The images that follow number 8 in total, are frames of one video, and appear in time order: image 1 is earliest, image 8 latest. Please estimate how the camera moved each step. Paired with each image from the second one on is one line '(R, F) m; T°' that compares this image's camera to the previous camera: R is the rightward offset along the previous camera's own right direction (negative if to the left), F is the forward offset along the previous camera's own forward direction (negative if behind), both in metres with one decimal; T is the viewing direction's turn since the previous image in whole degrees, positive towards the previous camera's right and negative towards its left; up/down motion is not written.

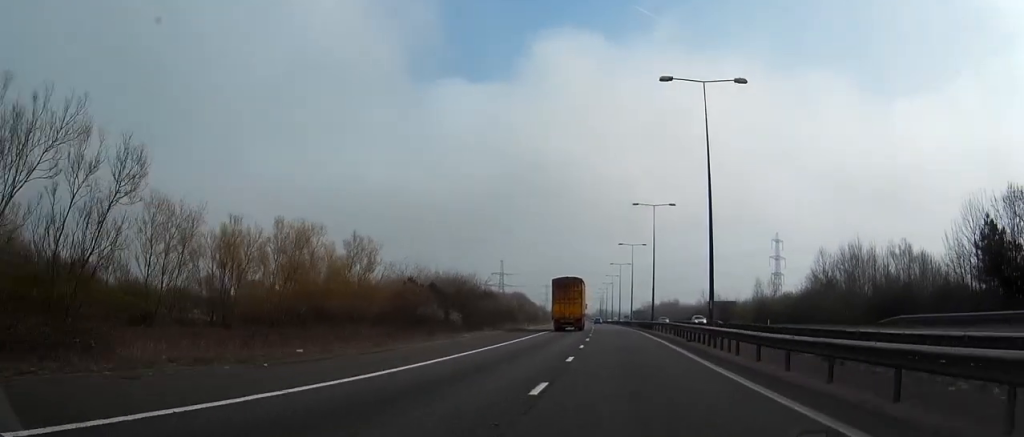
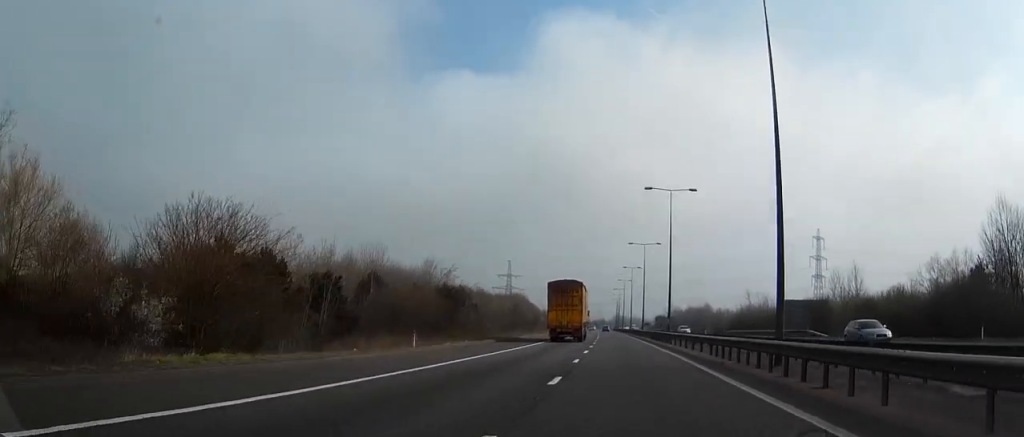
(-0.6, +52.5) m; -1°
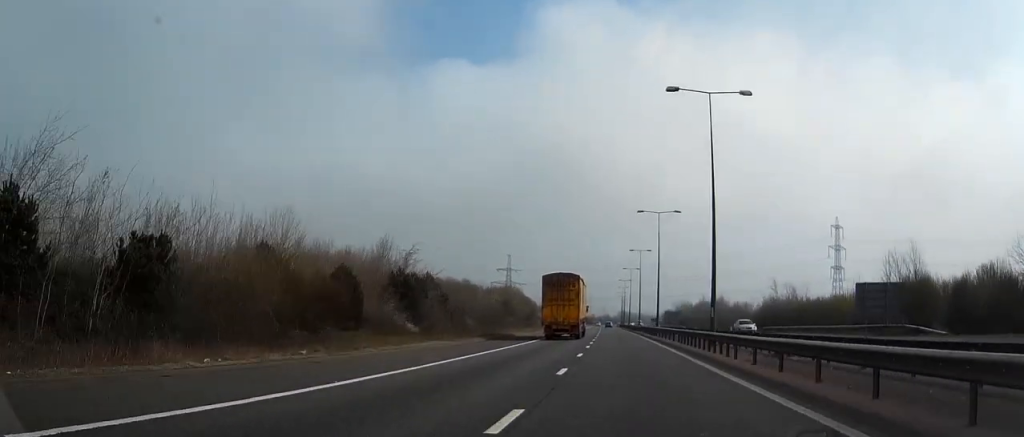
(-0.1, +25.2) m; 0°
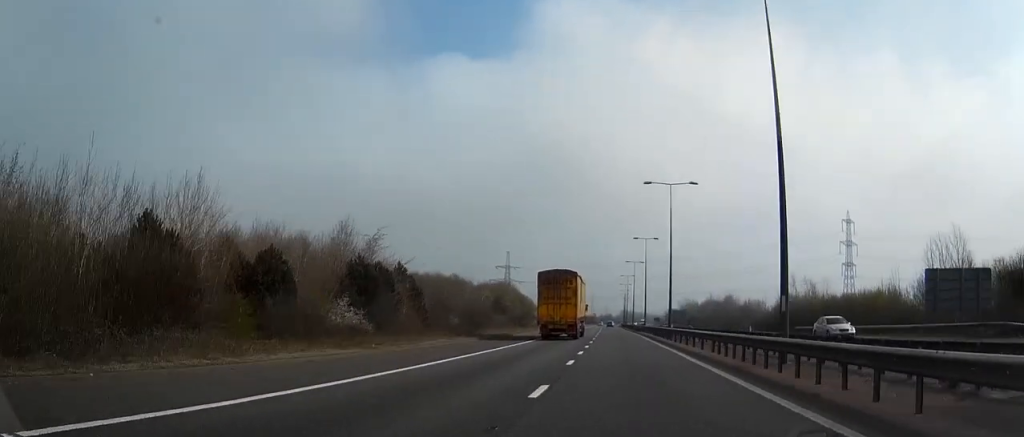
(-0.1, +14.6) m; 0°
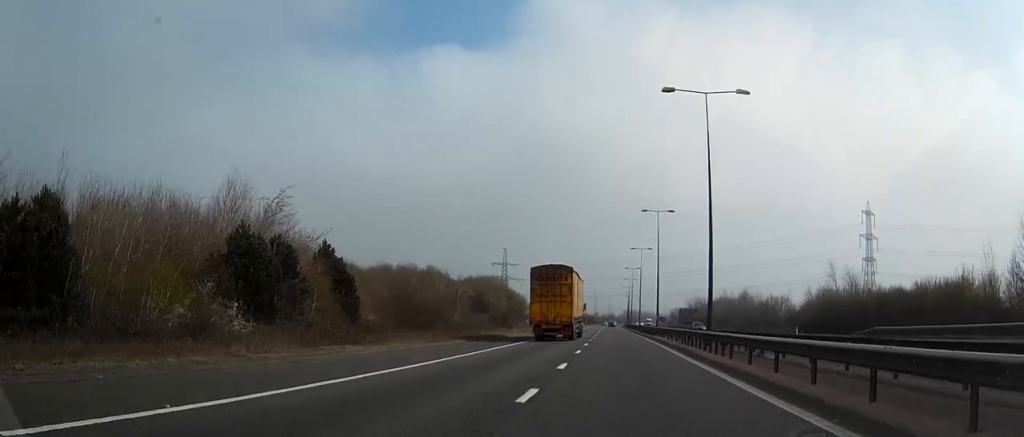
(+0.1, +24.1) m; 0°
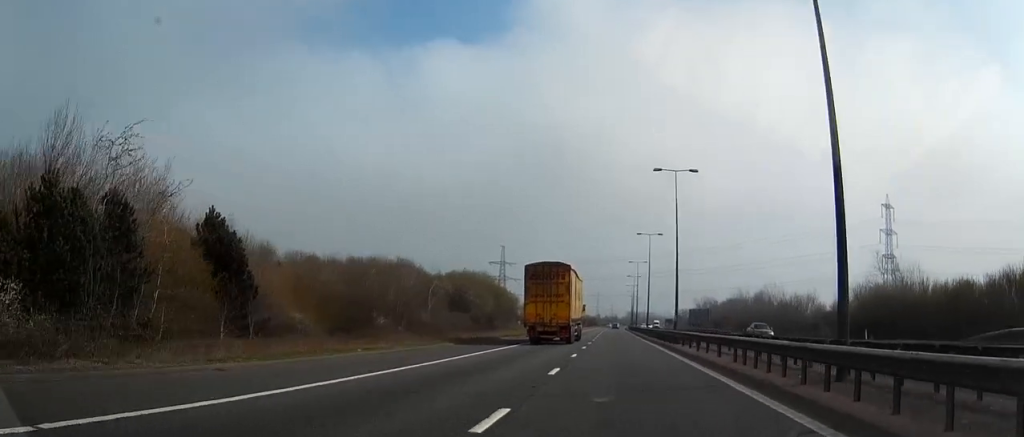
(-0.1, +20.3) m; 0°
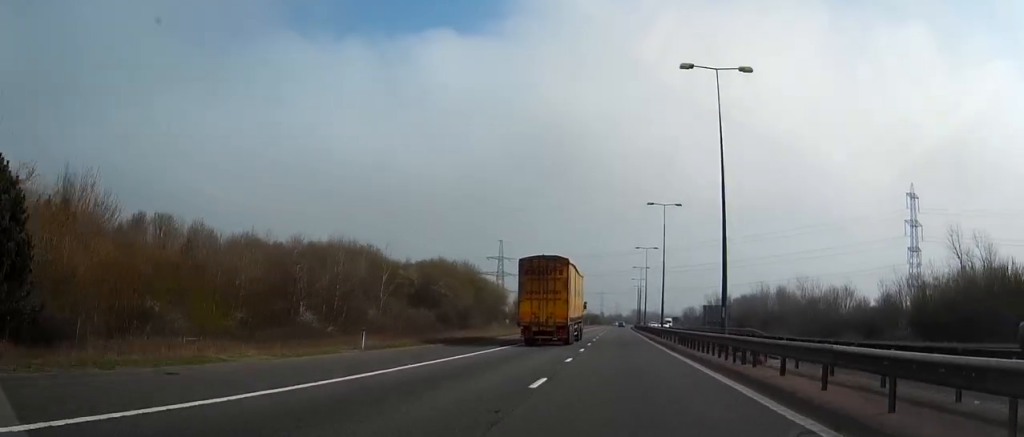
(-0.1, +22.2) m; 0°
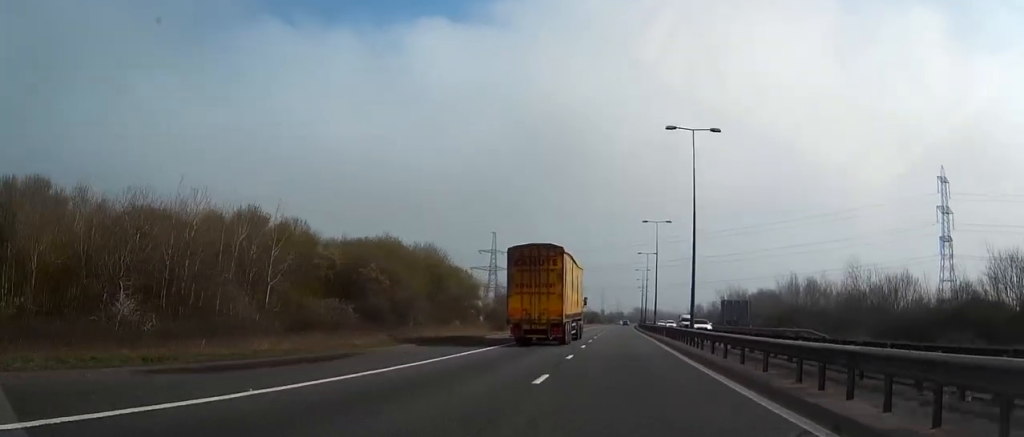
(-0.1, +27.1) m; 0°
